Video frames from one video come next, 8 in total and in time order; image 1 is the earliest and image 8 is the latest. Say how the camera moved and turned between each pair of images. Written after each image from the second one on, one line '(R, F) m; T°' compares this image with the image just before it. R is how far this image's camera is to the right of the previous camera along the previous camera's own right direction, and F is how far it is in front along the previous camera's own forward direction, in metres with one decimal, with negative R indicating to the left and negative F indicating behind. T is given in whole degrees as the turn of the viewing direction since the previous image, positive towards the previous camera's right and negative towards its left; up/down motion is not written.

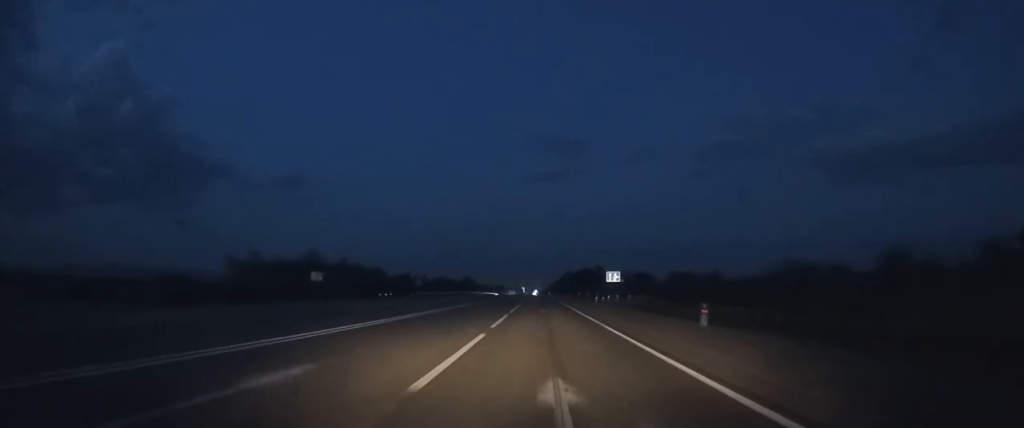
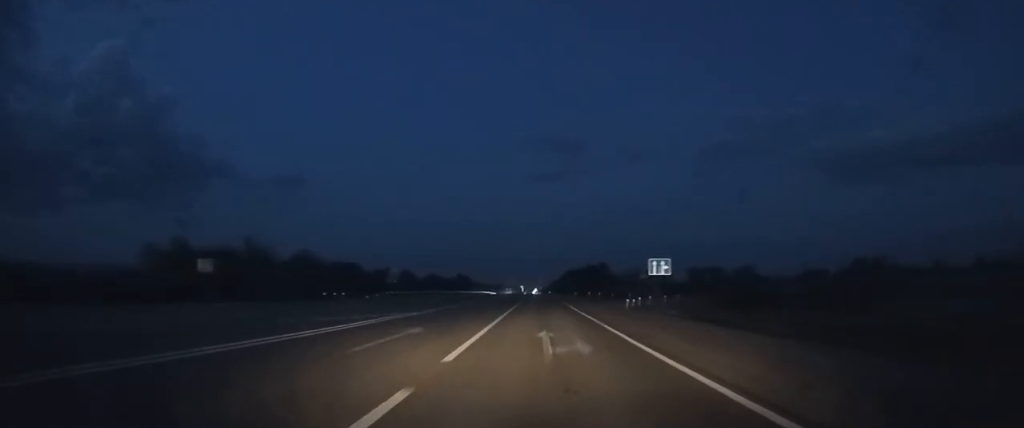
(0.0, +19.0) m; 0°
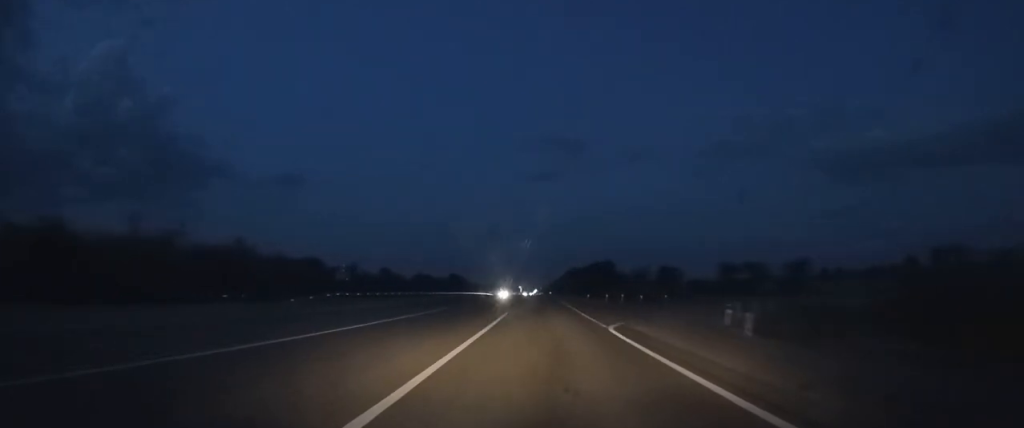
(0.0, +21.6) m; 0°
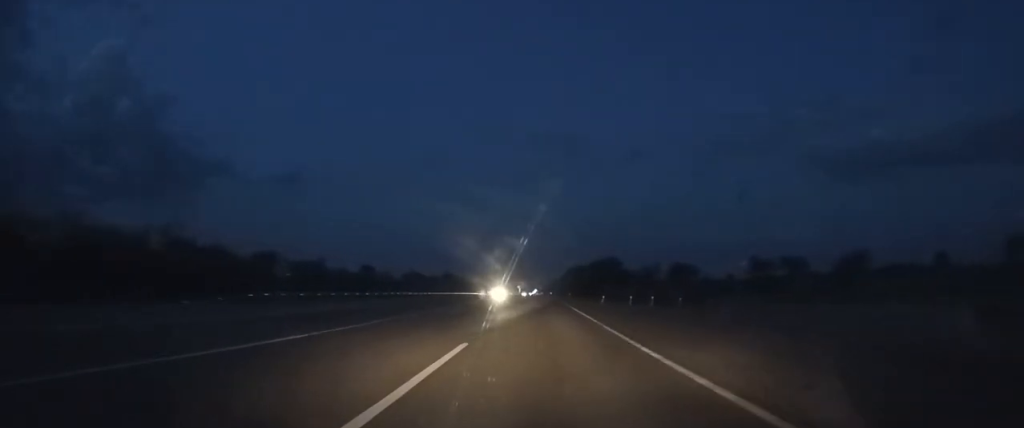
(0.0, +16.9) m; 0°
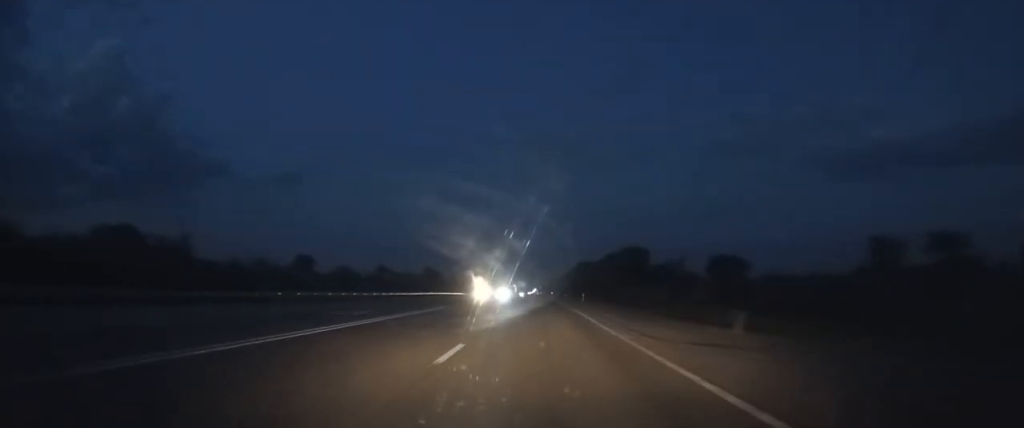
(+0.1, +39.4) m; 0°
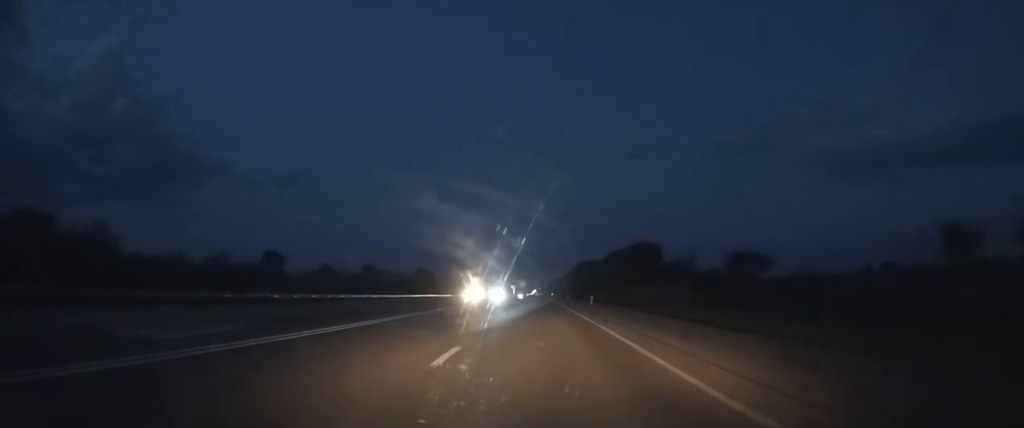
(0.0, +11.4) m; 0°
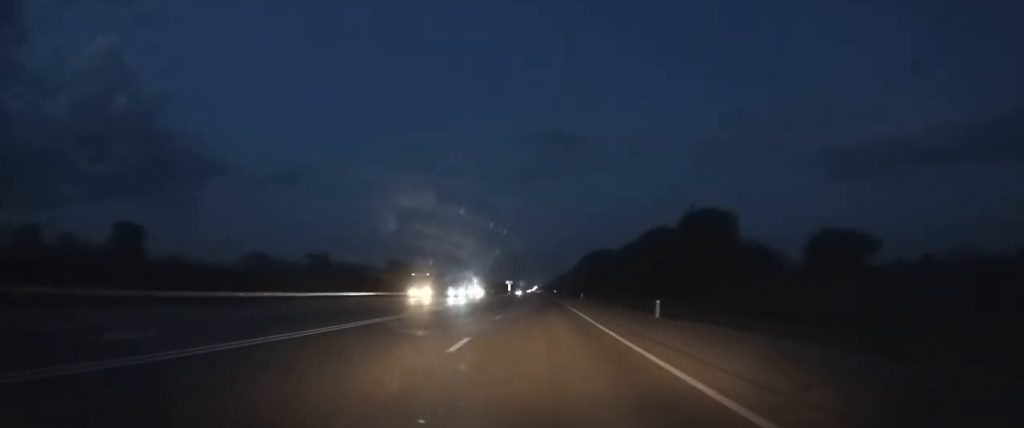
(-0.1, +30.1) m; 0°
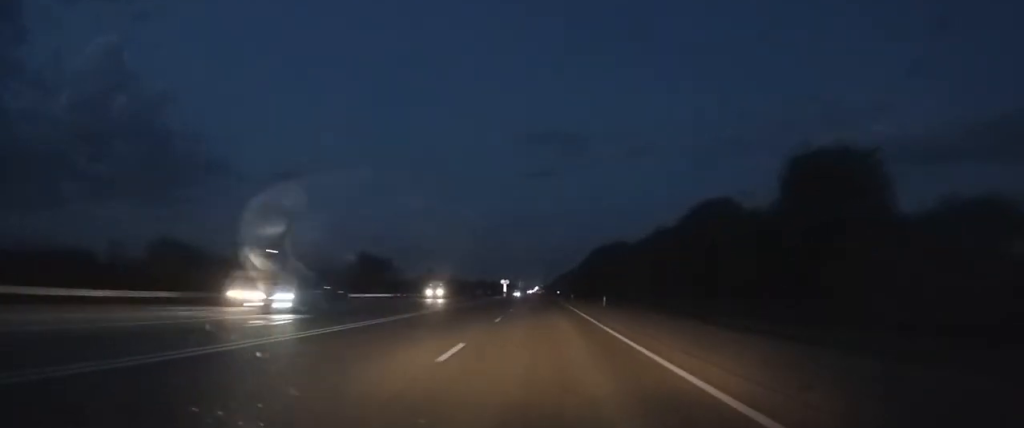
(-0.1, +23.9) m; 0°
